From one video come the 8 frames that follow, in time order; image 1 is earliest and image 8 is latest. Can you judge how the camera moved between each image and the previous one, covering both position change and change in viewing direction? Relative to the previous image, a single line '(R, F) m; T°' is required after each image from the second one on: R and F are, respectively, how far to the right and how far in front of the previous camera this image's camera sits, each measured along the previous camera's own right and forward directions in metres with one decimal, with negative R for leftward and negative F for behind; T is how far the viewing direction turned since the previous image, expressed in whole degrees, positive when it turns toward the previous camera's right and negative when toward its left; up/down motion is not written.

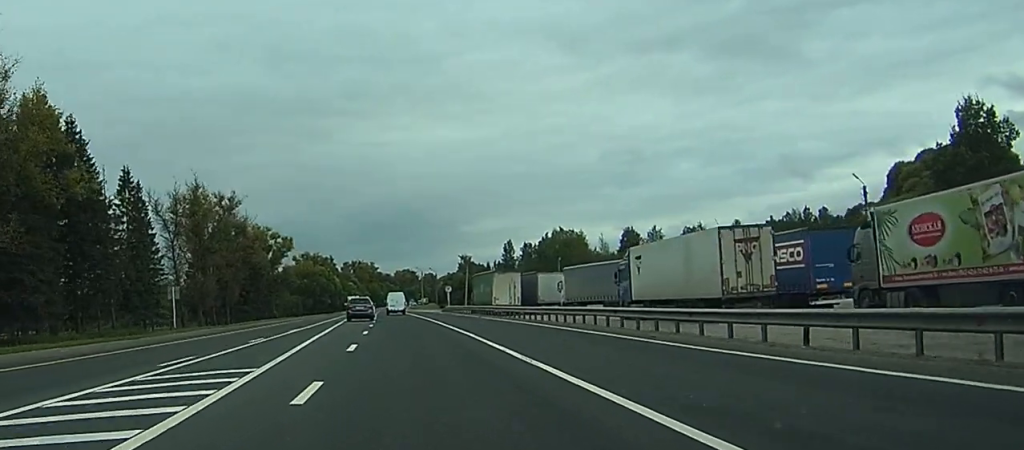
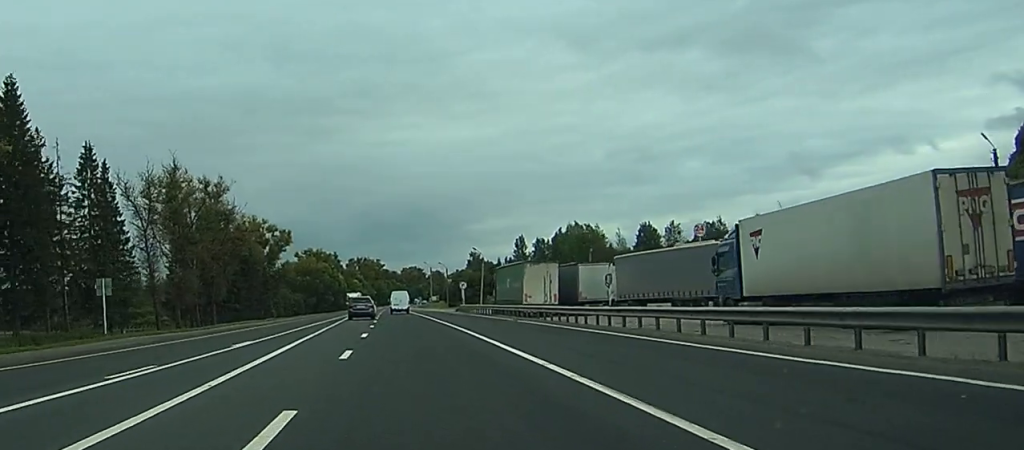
(-0.1, +16.2) m; -1°
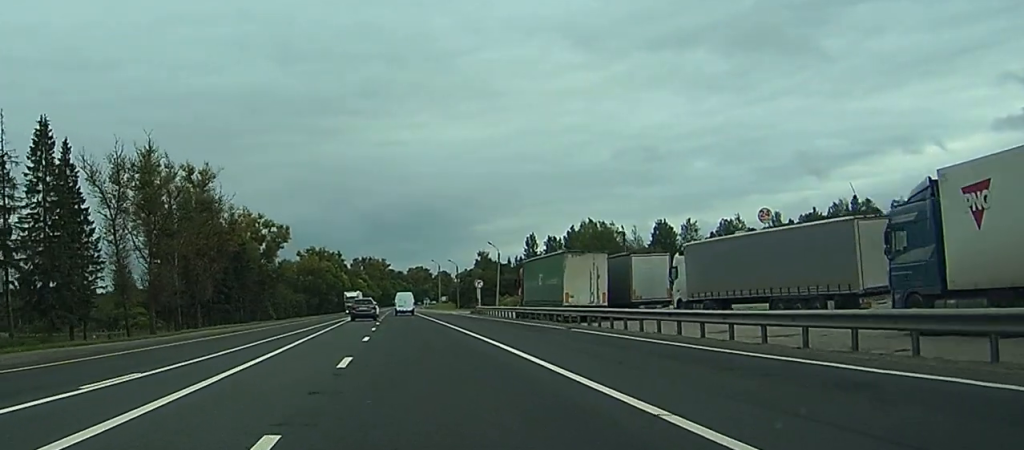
(-0.1, +13.9) m; 0°
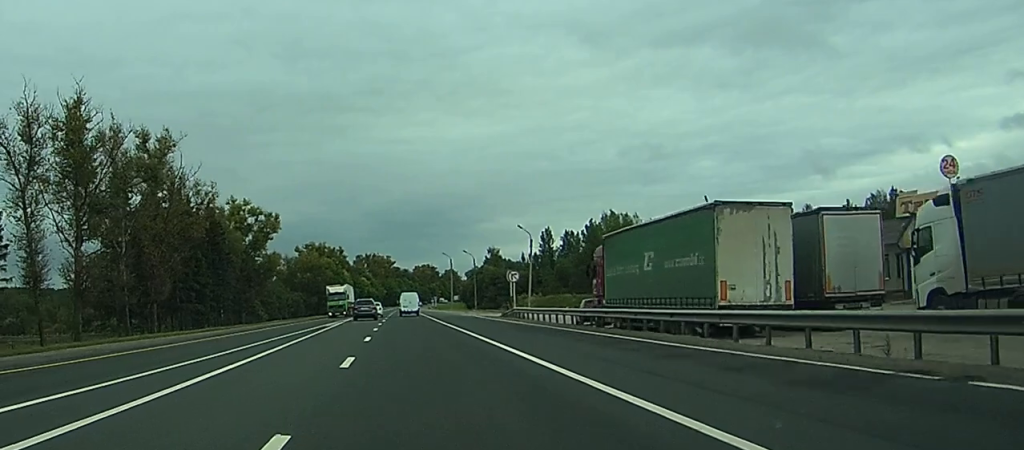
(0.0, +24.1) m; 0°
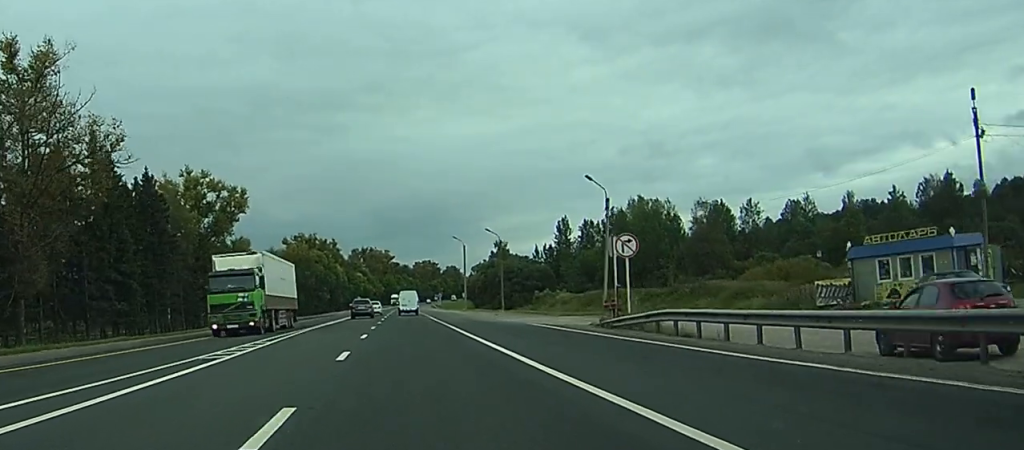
(+0.1, +33.6) m; 0°
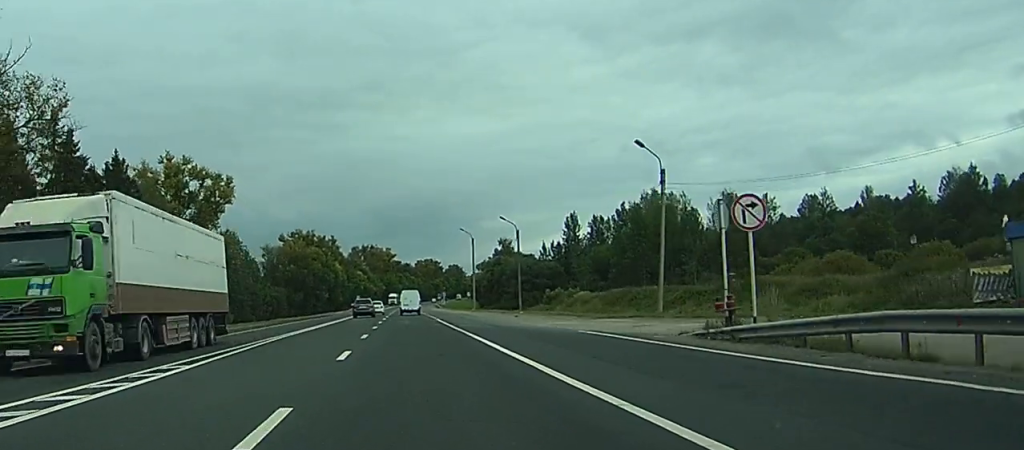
(0.0, +11.7) m; 0°
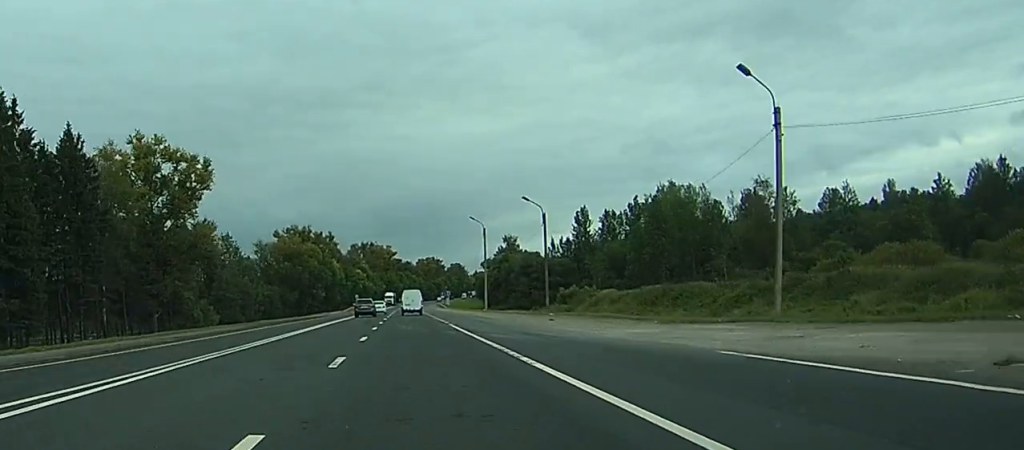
(0.0, +14.0) m; -1°
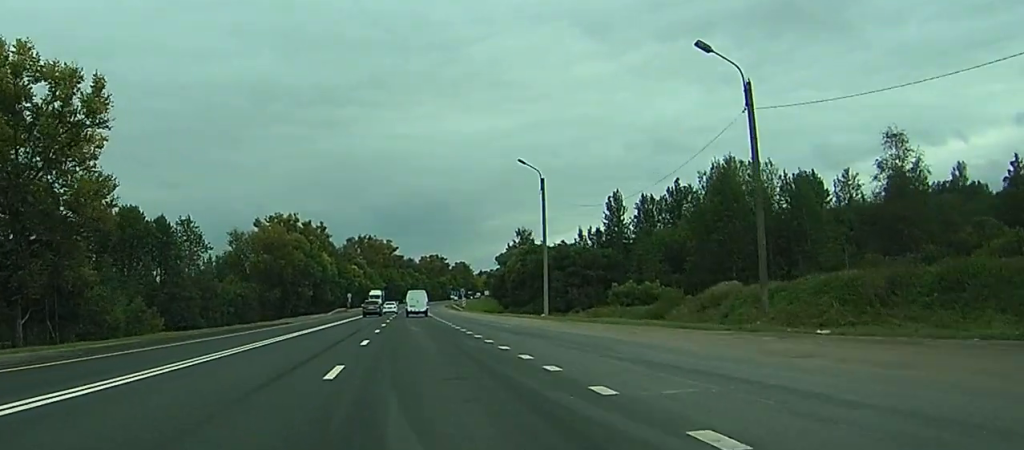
(-0.6, +38.1) m; -1°
